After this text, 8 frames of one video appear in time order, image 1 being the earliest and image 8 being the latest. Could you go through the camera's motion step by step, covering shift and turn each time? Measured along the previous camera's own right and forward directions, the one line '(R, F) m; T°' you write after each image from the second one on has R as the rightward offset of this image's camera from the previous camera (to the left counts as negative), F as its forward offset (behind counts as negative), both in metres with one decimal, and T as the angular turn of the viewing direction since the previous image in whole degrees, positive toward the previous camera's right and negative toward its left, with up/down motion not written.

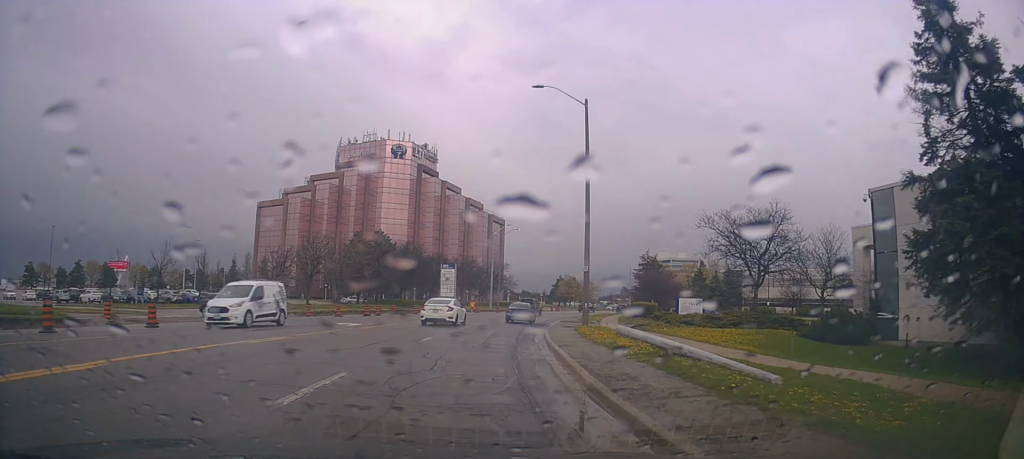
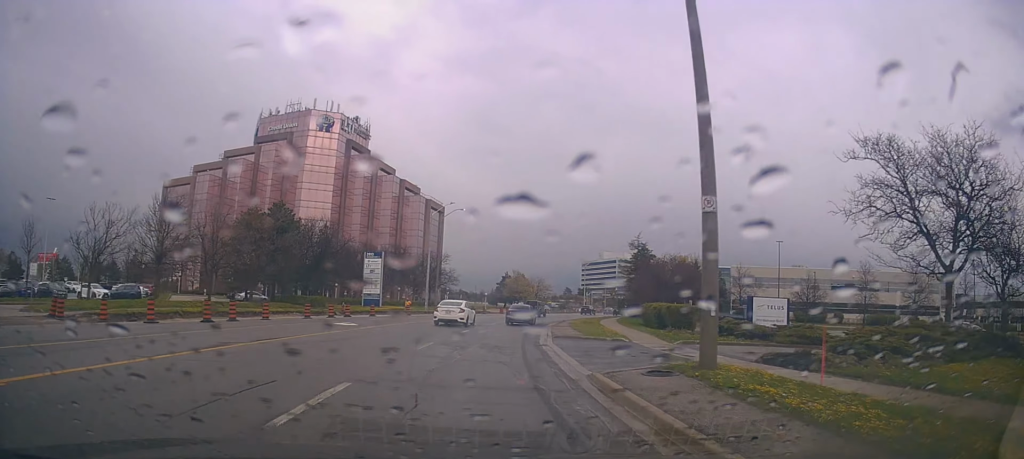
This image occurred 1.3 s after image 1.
(+1.3, +20.5) m; +7°
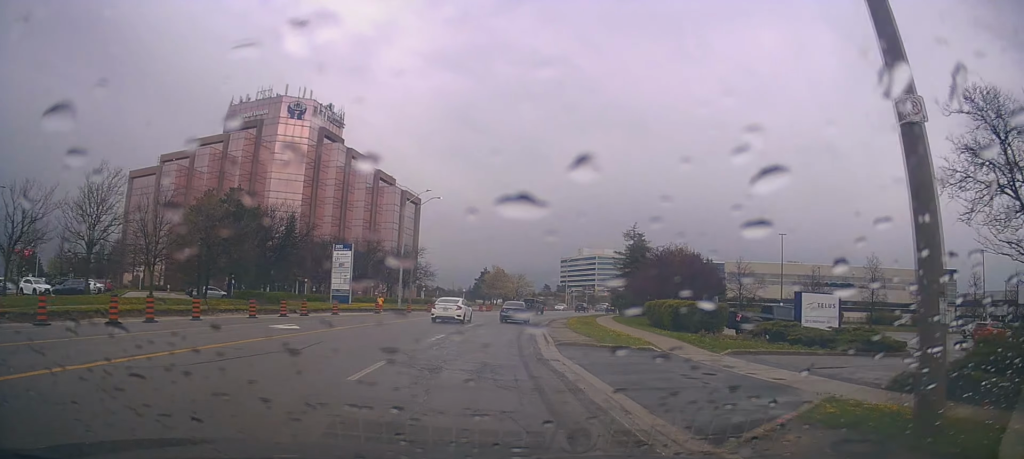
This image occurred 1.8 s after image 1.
(-0.1, +6.3) m; +3°
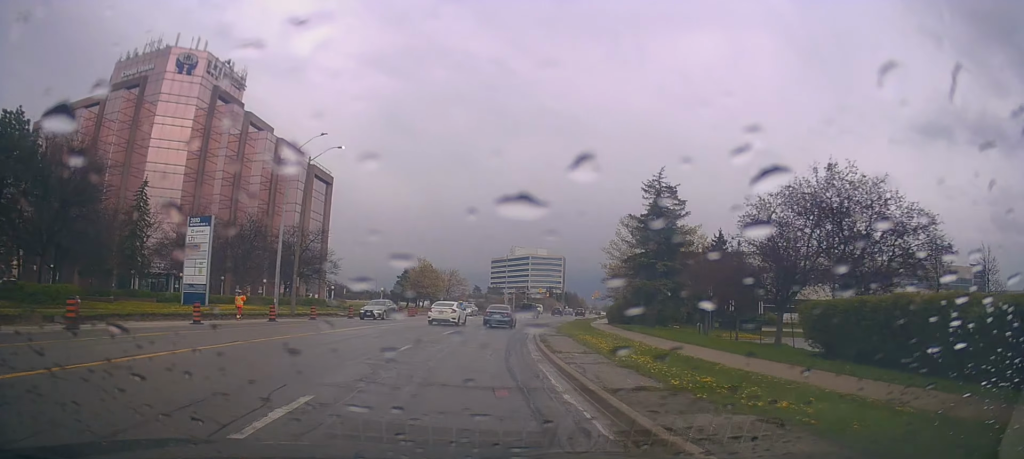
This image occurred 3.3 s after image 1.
(+1.9, +23.2) m; +7°
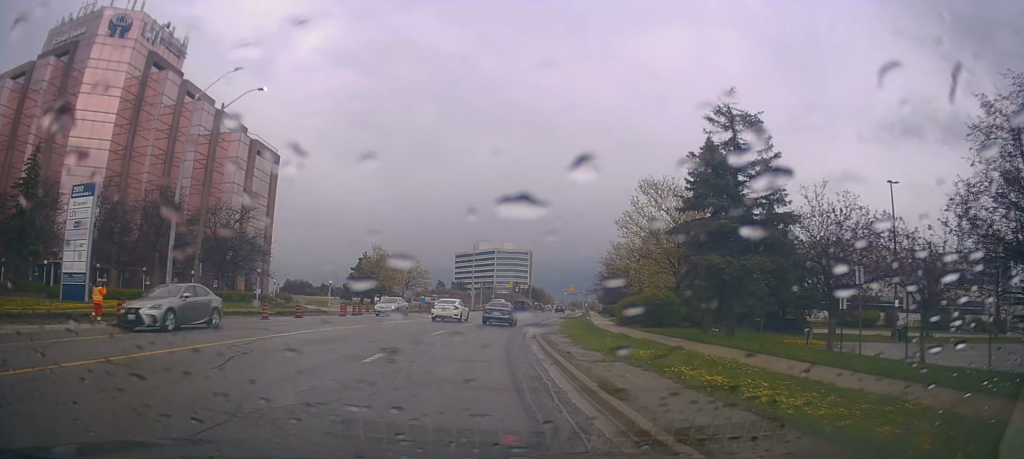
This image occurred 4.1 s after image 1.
(+0.2, +12.9) m; +3°
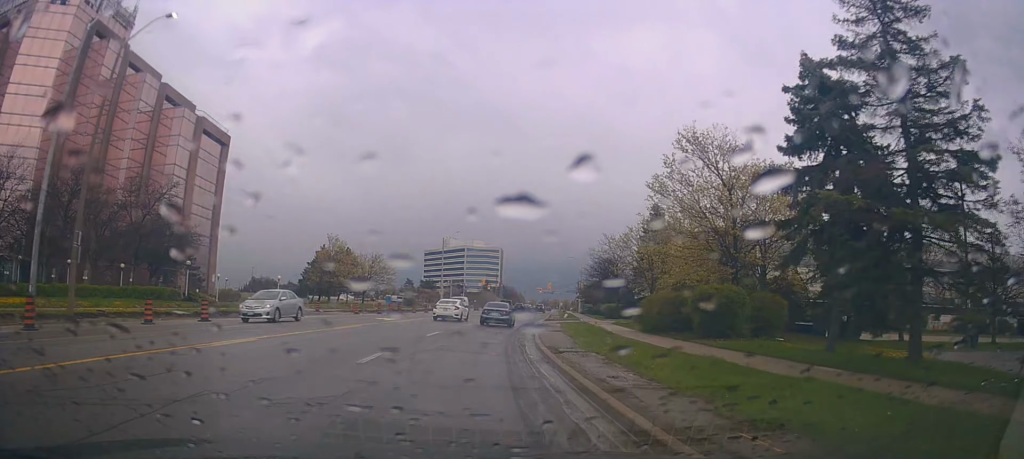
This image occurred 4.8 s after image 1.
(+0.1, +10.2) m; +4°
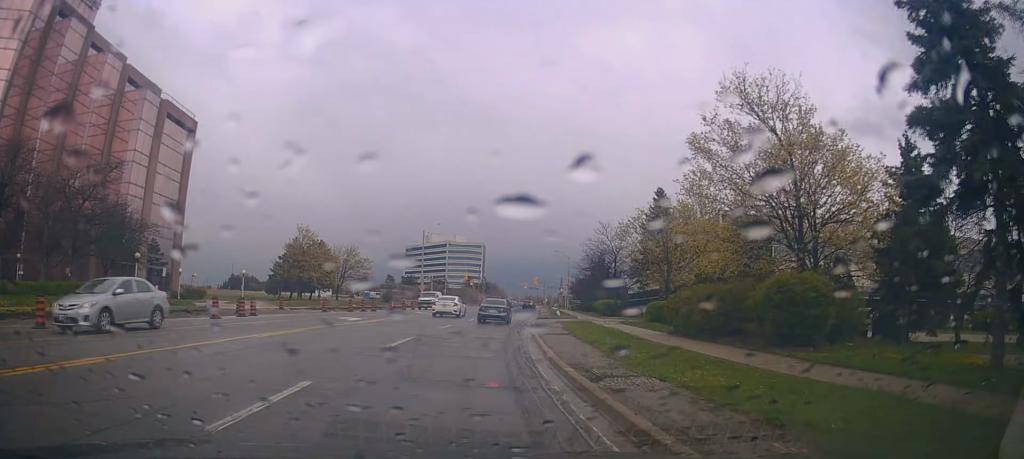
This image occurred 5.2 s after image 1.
(+0.3, +6.2) m; +2°
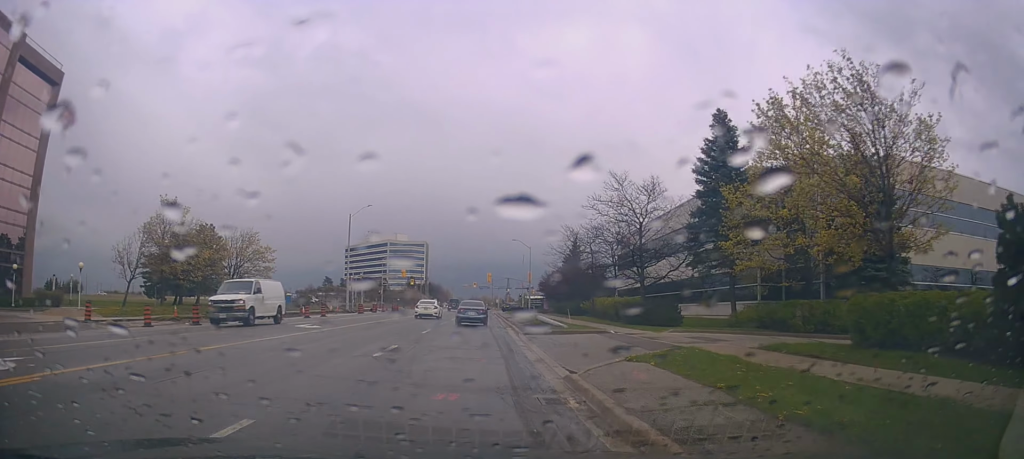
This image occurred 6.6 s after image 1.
(+1.2, +21.0) m; +4°
